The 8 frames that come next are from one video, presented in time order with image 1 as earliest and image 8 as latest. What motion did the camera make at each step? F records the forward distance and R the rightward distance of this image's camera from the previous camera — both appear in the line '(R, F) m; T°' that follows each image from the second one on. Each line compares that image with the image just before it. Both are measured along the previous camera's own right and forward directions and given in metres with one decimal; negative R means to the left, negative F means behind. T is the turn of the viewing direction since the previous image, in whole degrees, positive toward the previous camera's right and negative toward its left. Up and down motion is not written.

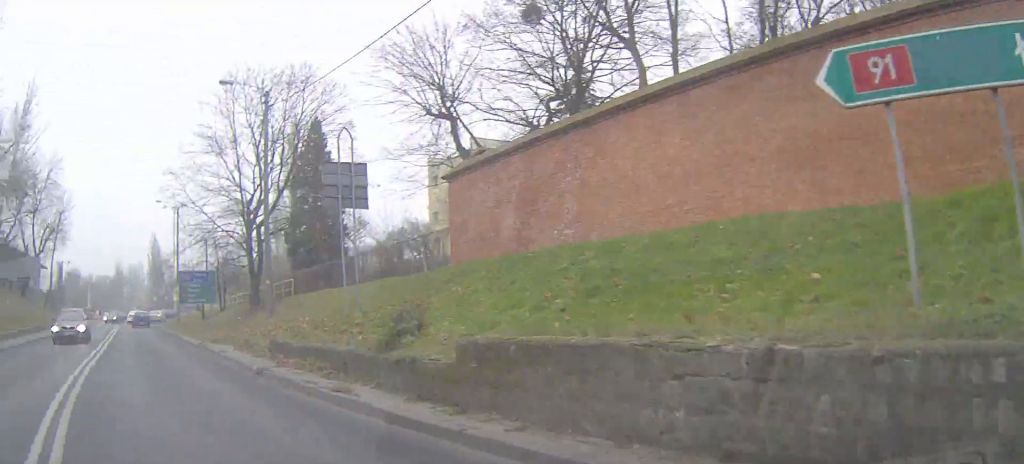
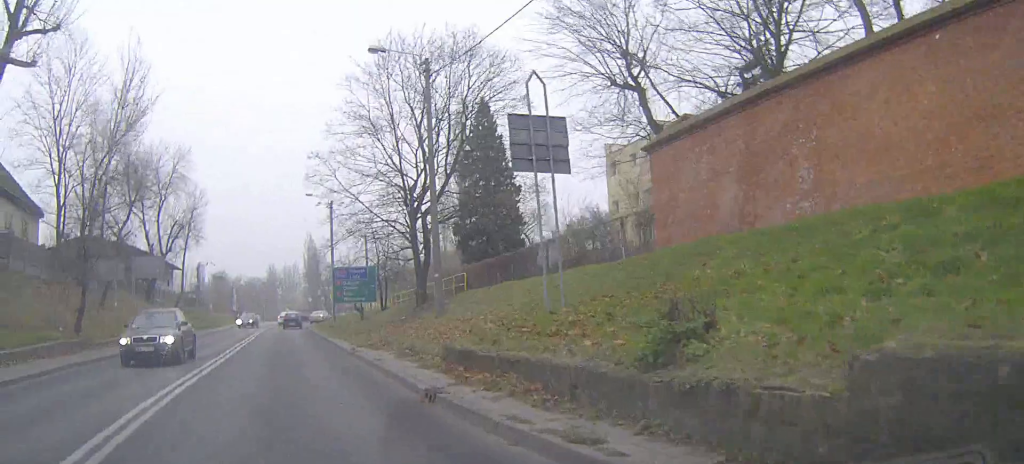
(-0.5, +4.2) m; -10°
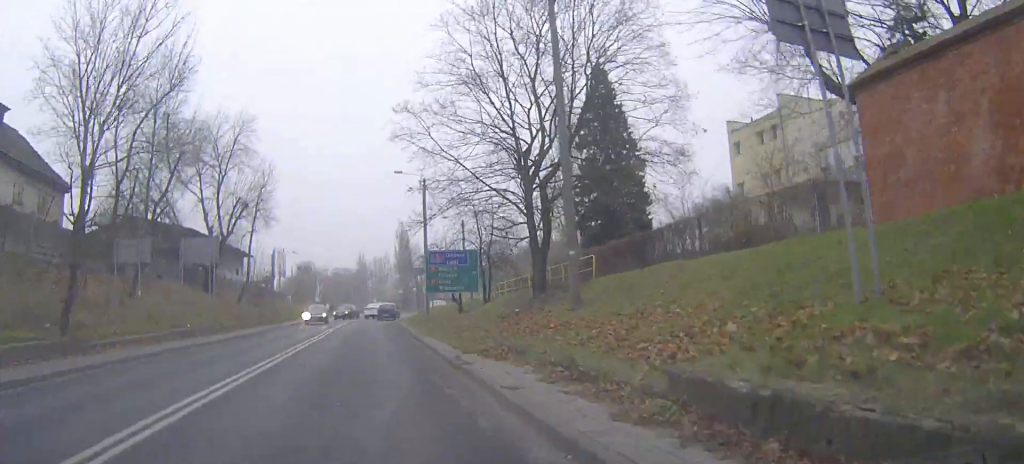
(-0.7, +7.1) m; -11°
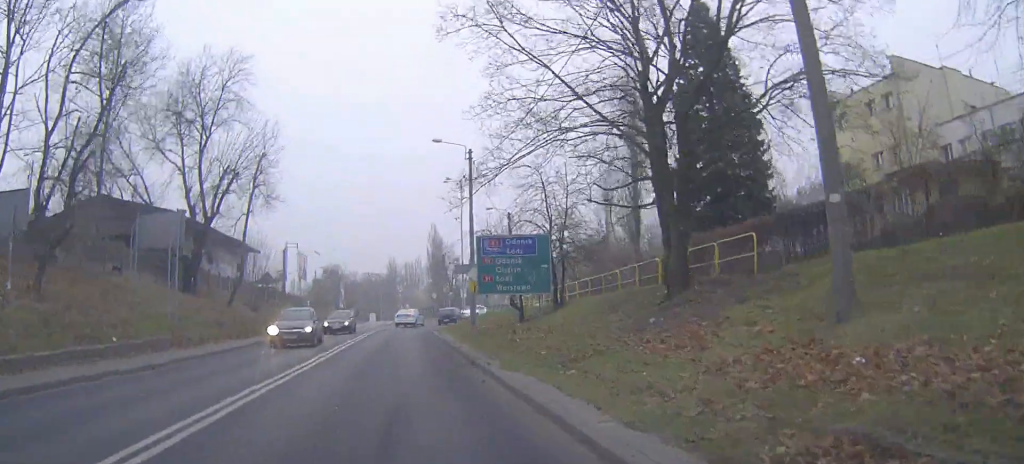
(-1.2, +11.5) m; -9°
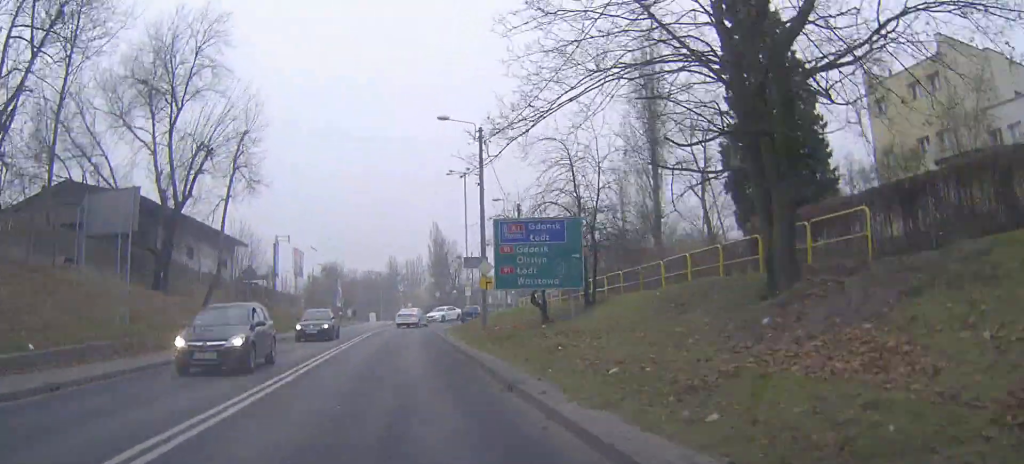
(-0.1, +5.1) m; -2°
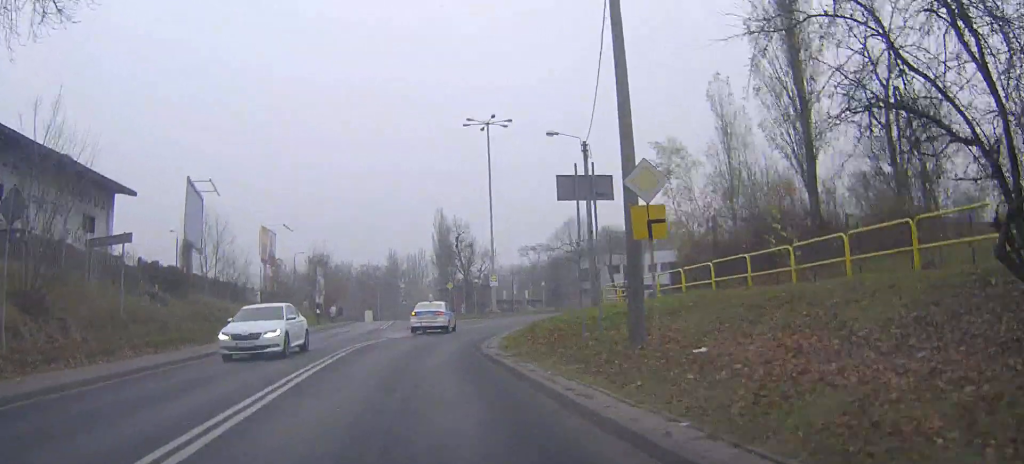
(0.0, +24.2) m; +3°
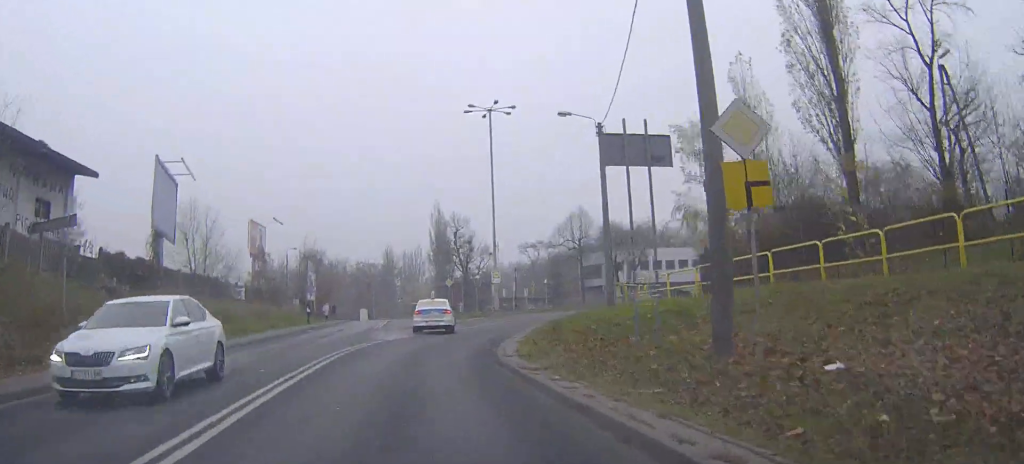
(+0.1, +4.4) m; 0°
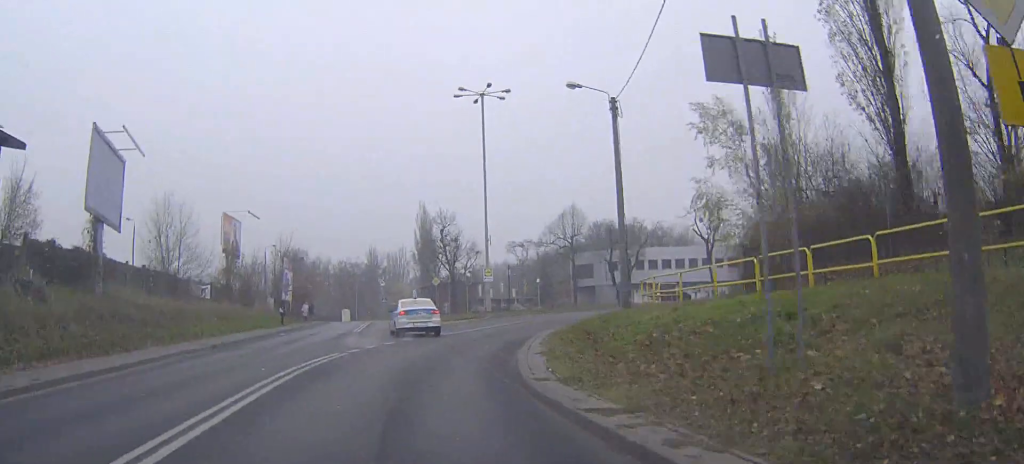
(-0.1, +5.6) m; 0°
